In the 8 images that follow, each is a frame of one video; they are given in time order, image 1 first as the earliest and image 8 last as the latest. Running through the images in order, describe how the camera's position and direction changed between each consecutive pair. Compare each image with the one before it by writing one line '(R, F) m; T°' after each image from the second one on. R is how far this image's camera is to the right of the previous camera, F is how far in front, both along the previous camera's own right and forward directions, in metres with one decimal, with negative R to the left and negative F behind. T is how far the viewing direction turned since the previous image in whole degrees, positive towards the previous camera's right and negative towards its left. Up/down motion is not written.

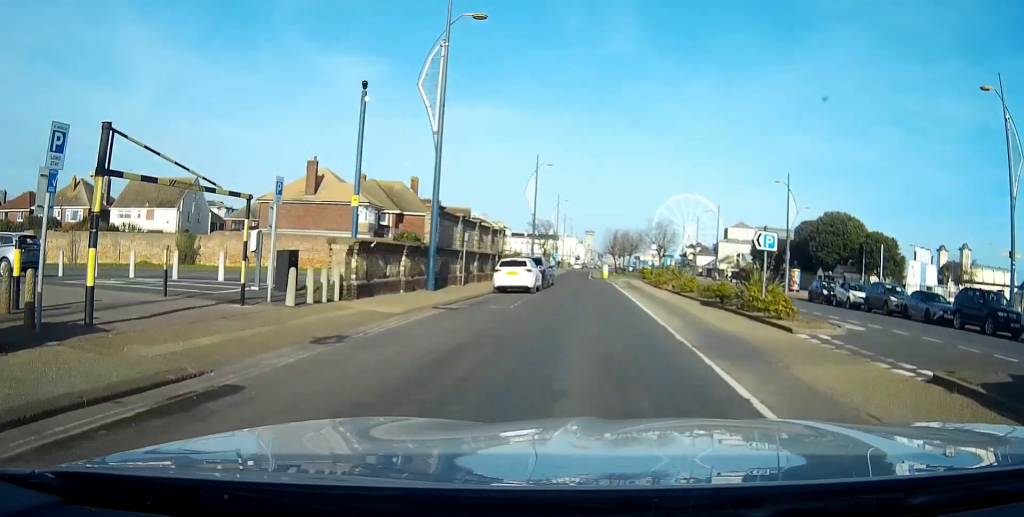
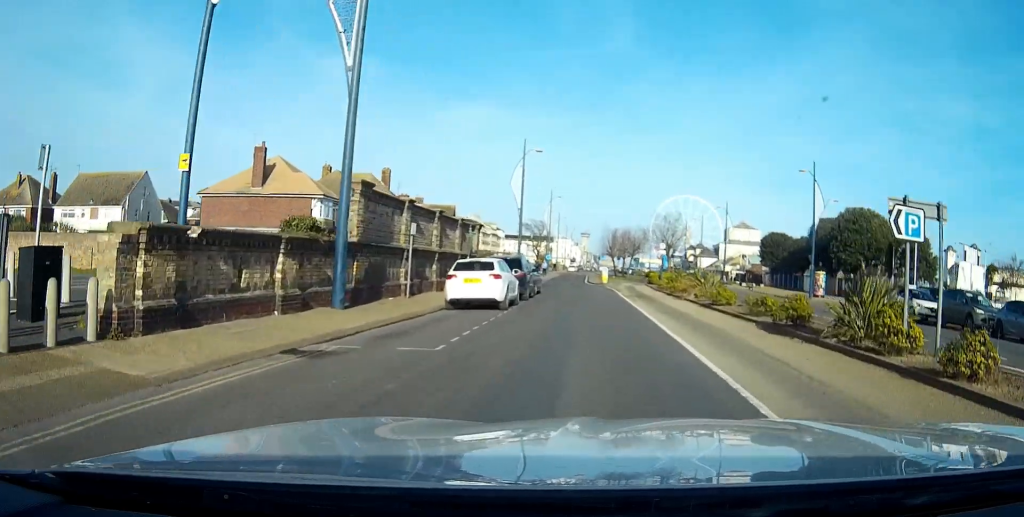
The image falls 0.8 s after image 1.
(0.0, +9.7) m; 0°
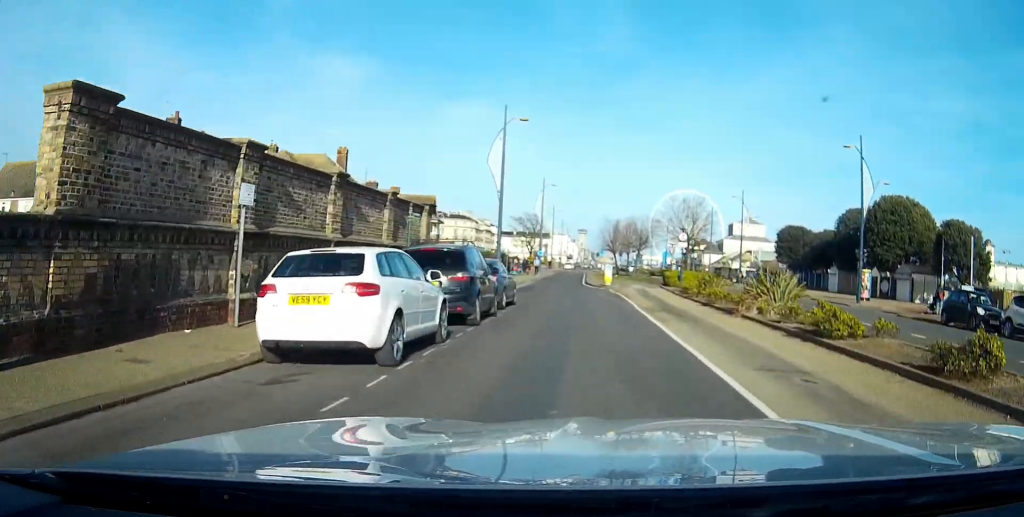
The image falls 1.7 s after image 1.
(+0.1, +12.1) m; 0°
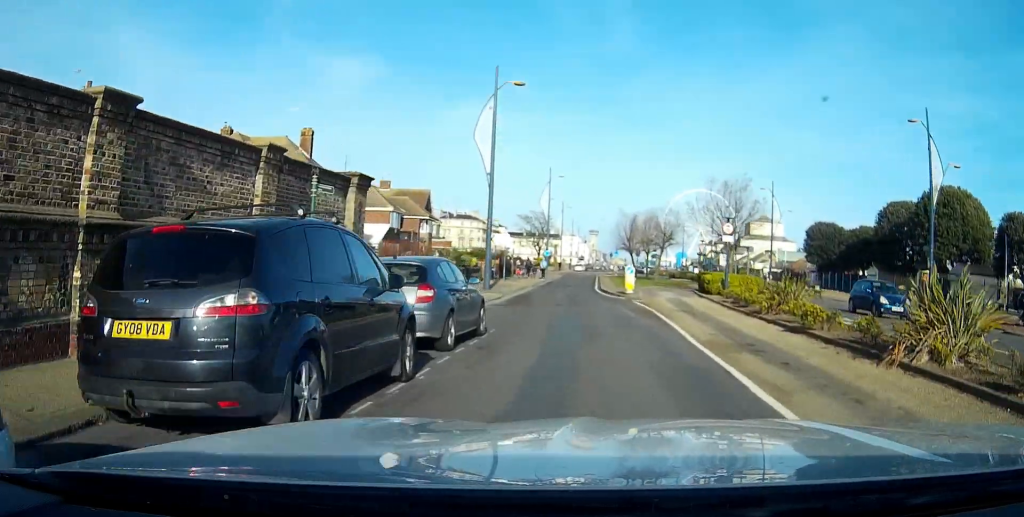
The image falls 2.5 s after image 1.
(0.0, +9.9) m; -1°
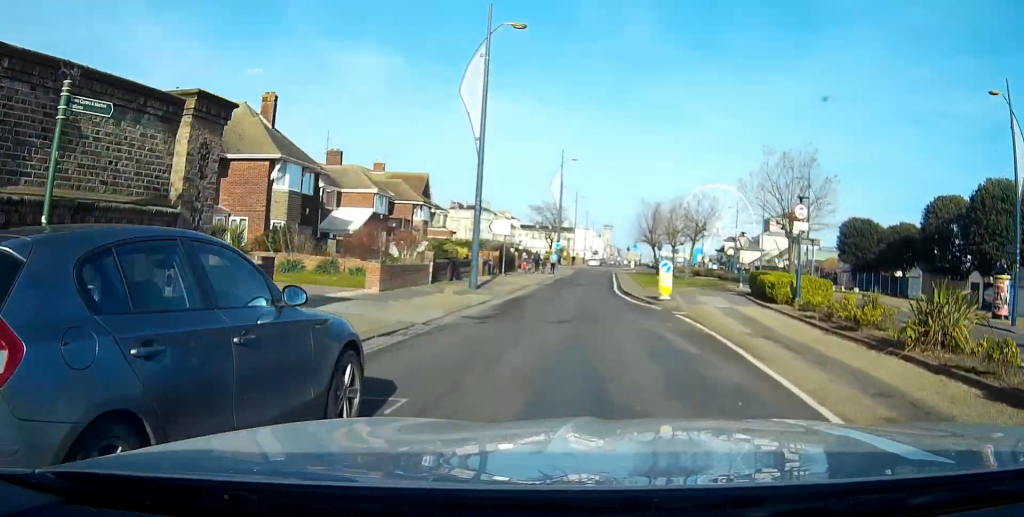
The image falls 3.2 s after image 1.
(0.0, +8.6) m; -1°
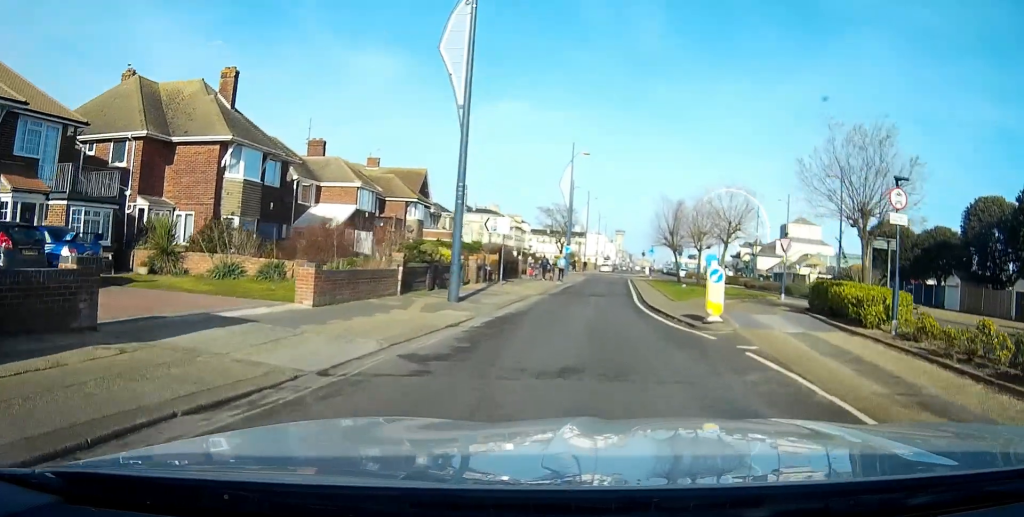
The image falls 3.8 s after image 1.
(-0.1, +6.4) m; -1°
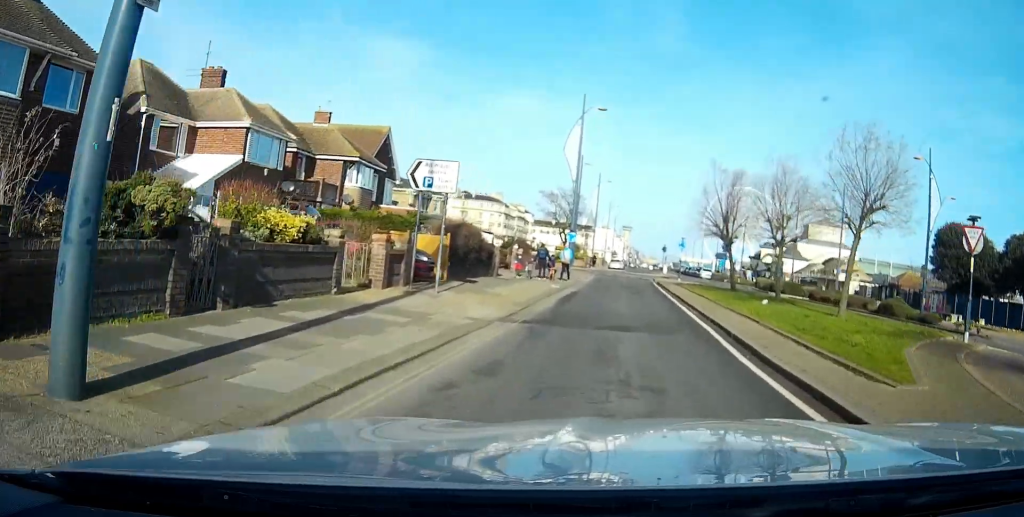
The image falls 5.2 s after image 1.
(-0.3, +16.8) m; -1°
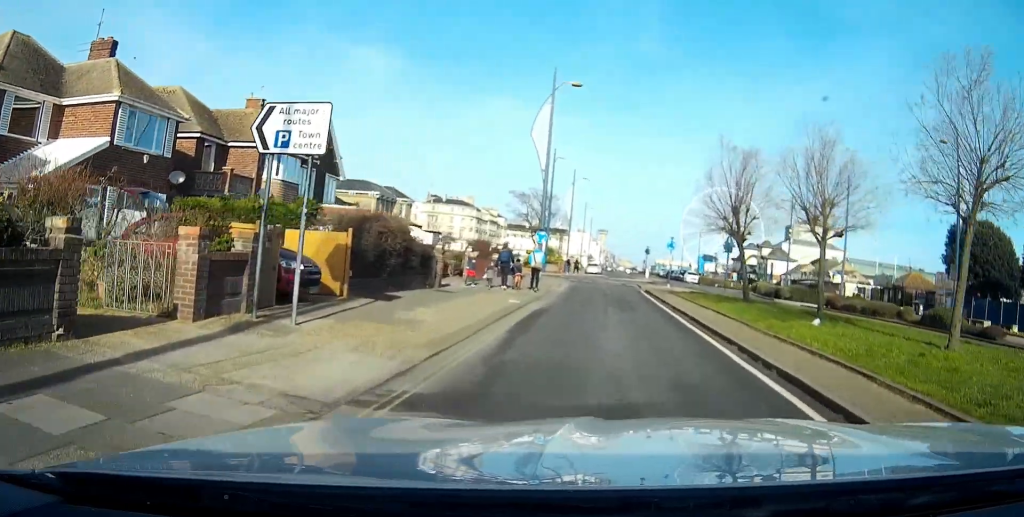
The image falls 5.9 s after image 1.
(+0.1, +7.5) m; +1°
